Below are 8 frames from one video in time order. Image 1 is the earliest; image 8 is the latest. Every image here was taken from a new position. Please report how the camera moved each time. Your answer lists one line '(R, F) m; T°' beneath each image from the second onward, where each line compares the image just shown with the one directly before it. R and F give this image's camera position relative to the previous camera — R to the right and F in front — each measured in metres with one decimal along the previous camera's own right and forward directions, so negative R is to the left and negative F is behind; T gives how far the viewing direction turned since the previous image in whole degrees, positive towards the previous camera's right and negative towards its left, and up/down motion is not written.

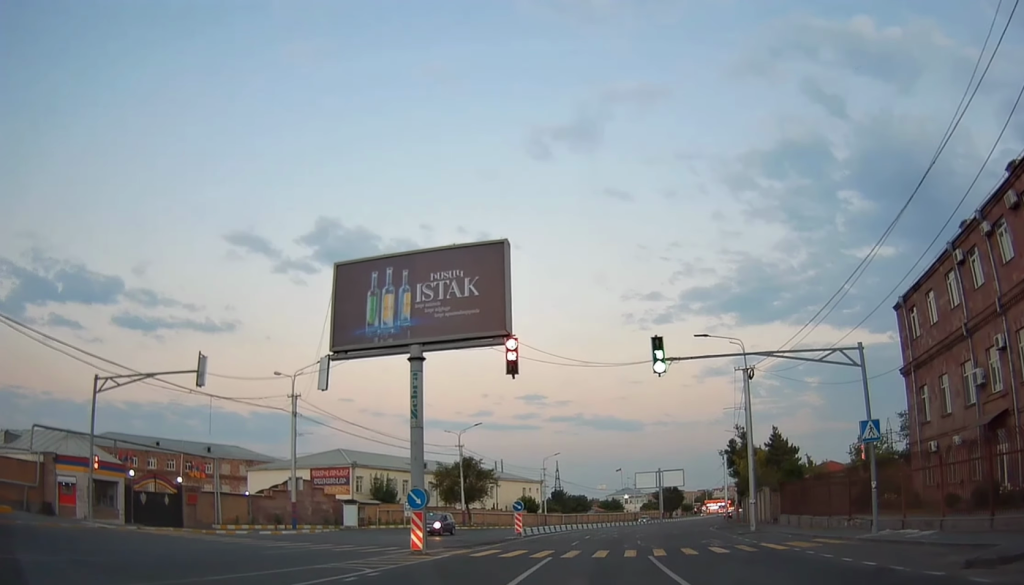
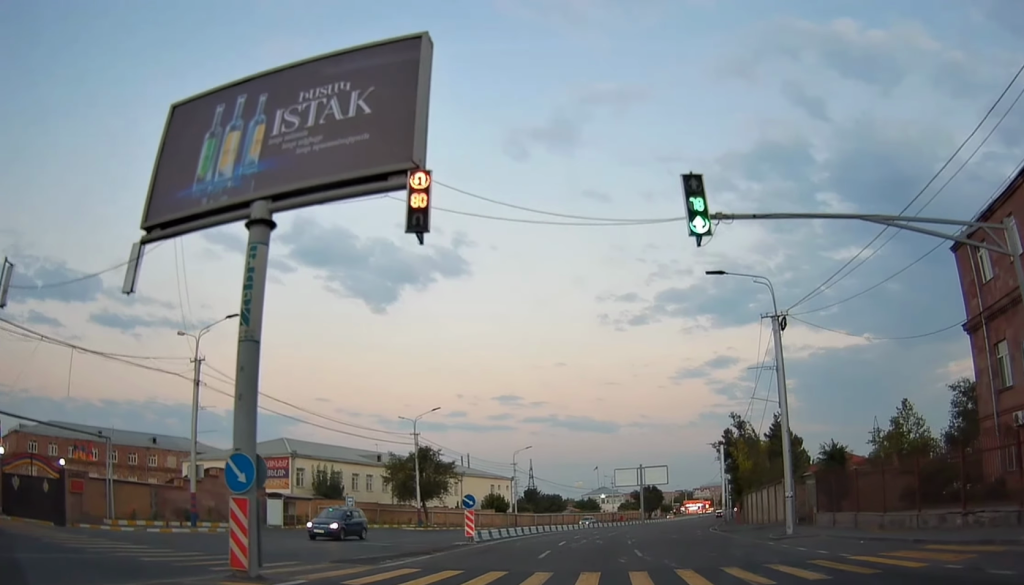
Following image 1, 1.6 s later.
(-0.7, +9.3) m; -4°
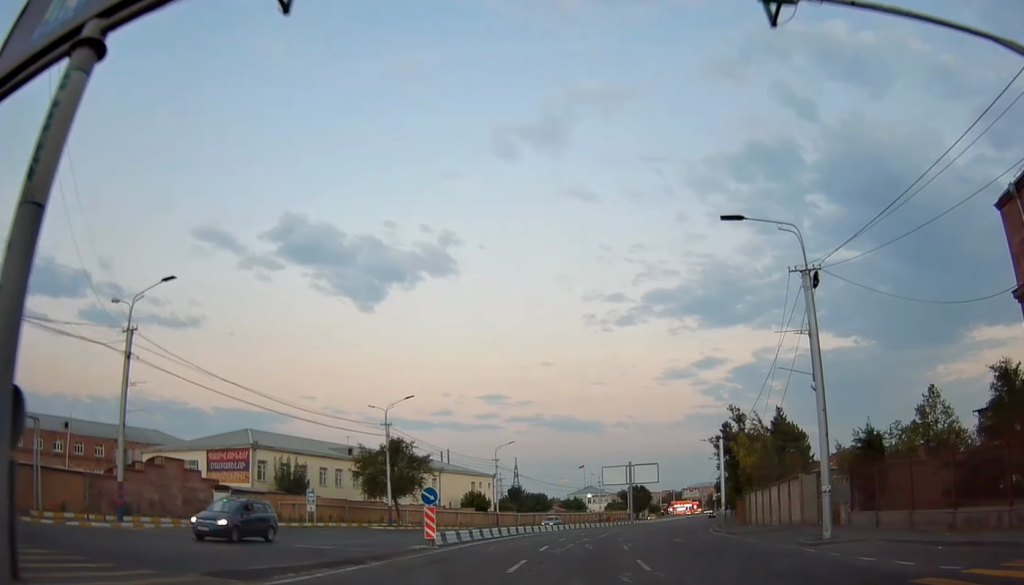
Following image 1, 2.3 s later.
(+0.1, +5.5) m; +1°
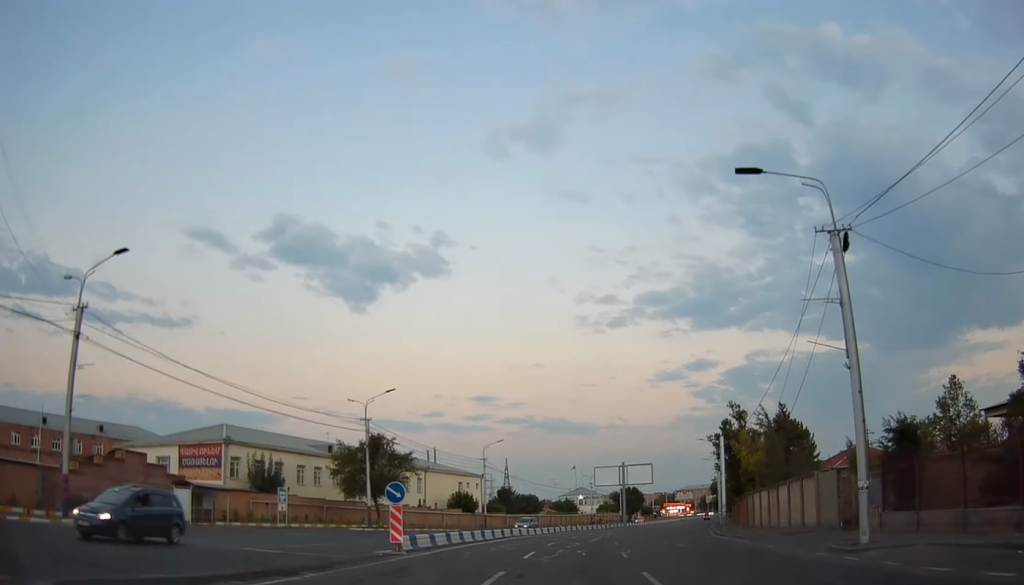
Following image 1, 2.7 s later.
(+0.2, +3.6) m; 0°
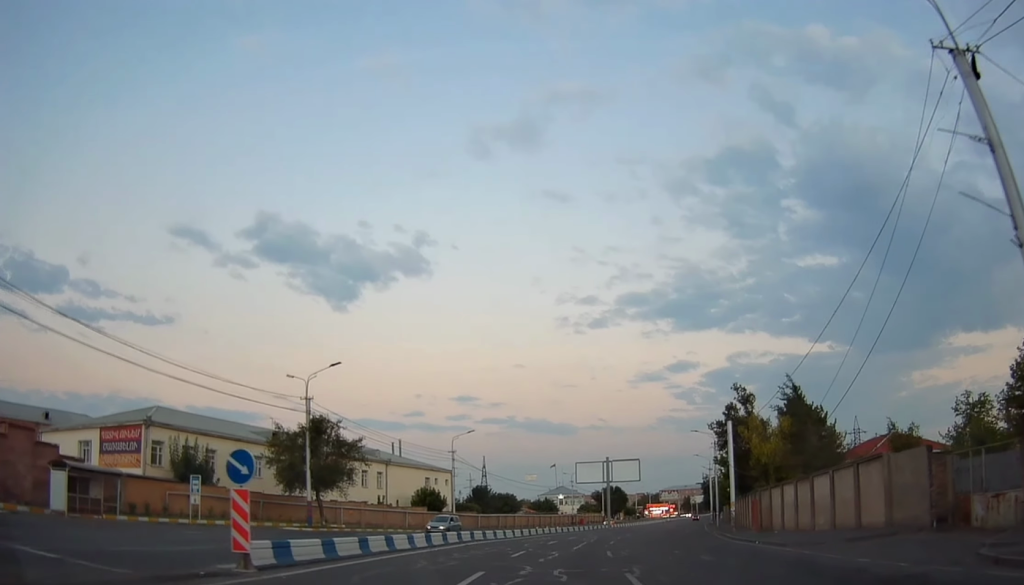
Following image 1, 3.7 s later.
(-0.3, +9.7) m; +3°
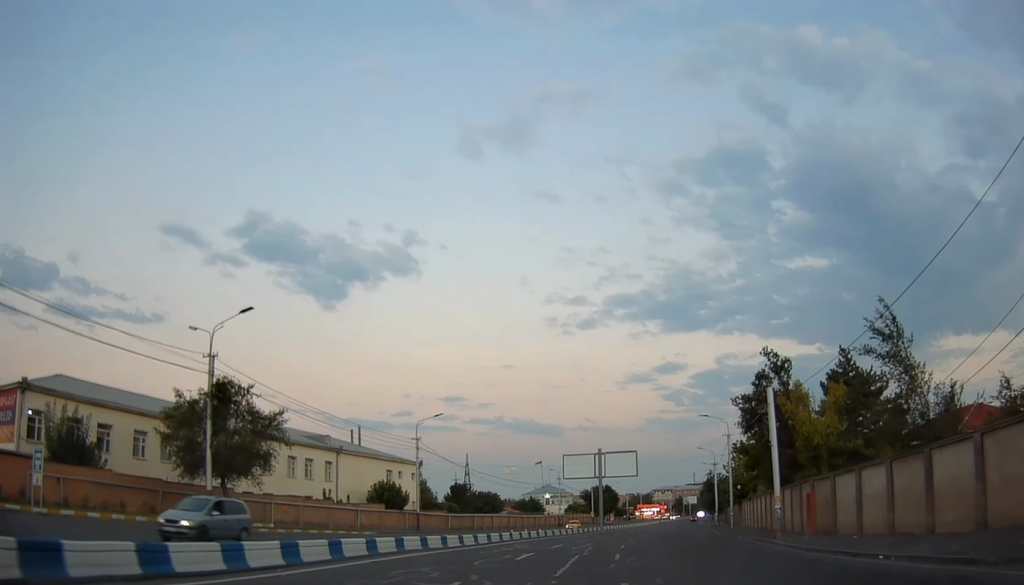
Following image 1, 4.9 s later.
(+1.1, +12.9) m; +3°
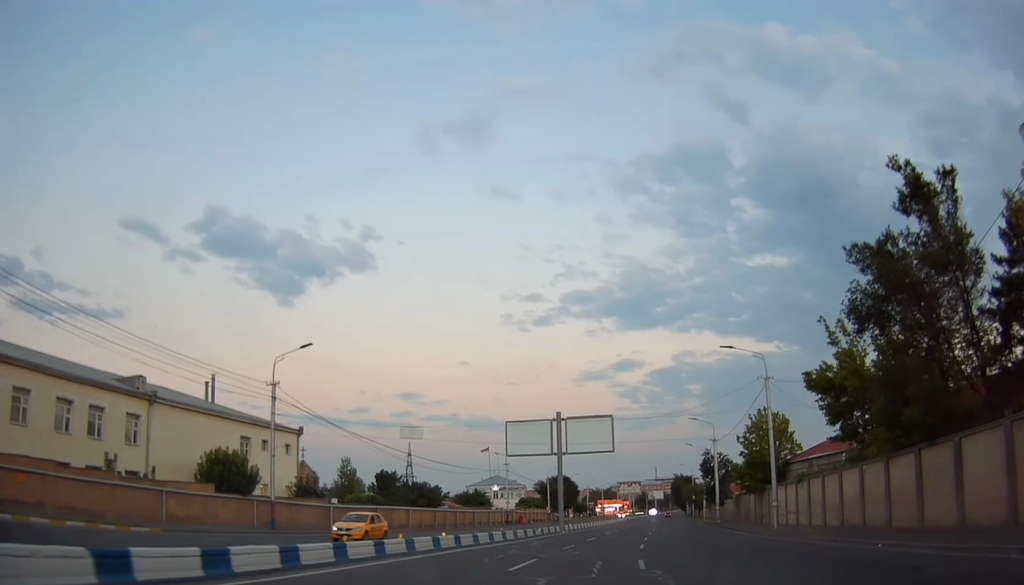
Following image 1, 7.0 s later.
(-0.2, +25.7) m; 0°
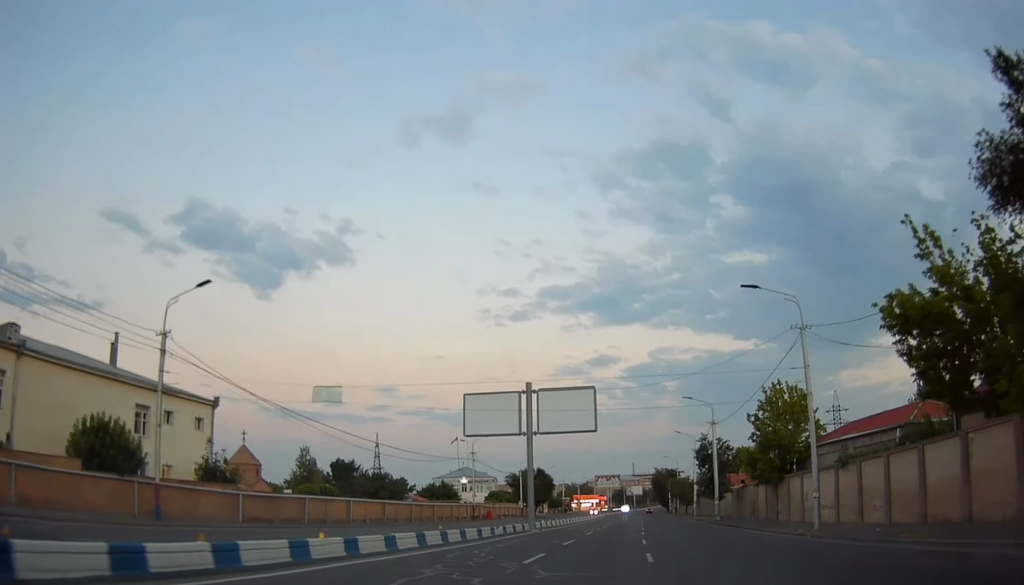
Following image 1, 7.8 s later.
(-0.5, +10.6) m; +4°
